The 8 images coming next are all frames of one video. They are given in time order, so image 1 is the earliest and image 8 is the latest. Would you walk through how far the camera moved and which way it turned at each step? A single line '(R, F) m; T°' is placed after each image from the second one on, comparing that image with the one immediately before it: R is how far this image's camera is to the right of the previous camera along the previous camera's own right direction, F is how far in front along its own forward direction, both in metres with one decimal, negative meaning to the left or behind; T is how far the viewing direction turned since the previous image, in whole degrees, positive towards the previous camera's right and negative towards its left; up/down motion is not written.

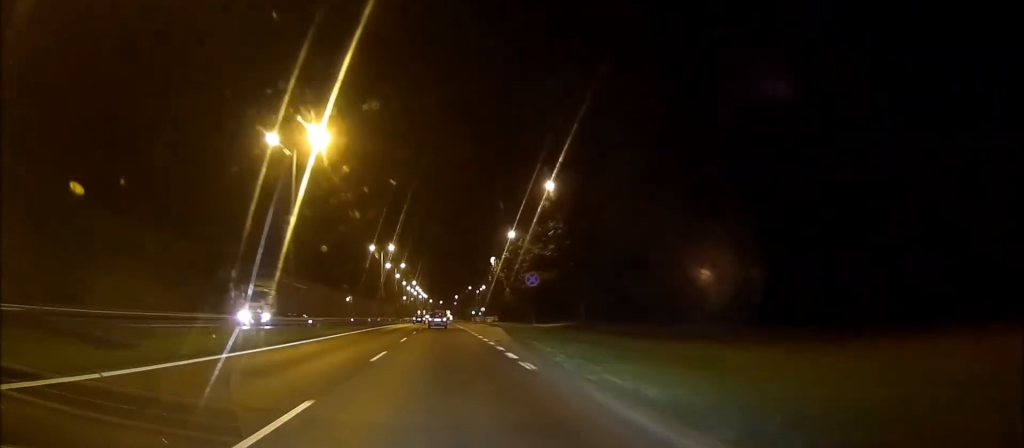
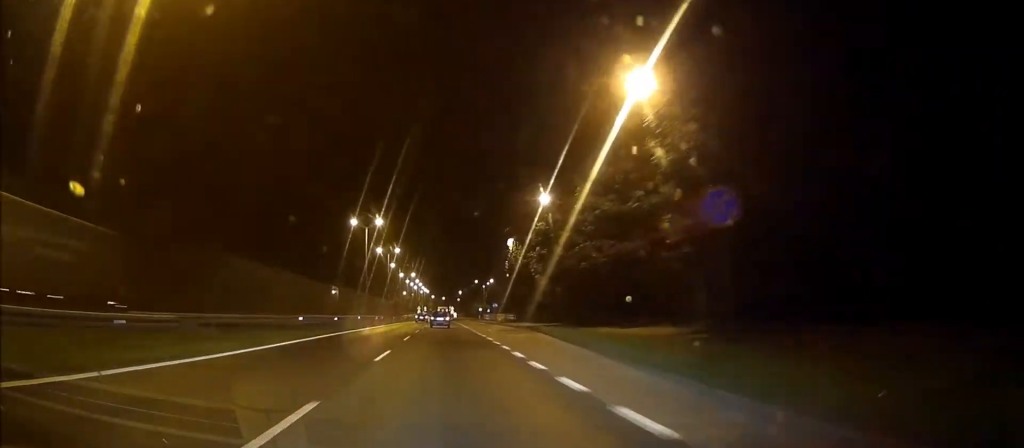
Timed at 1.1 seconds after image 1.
(-0.1, +23.6) m; 0°
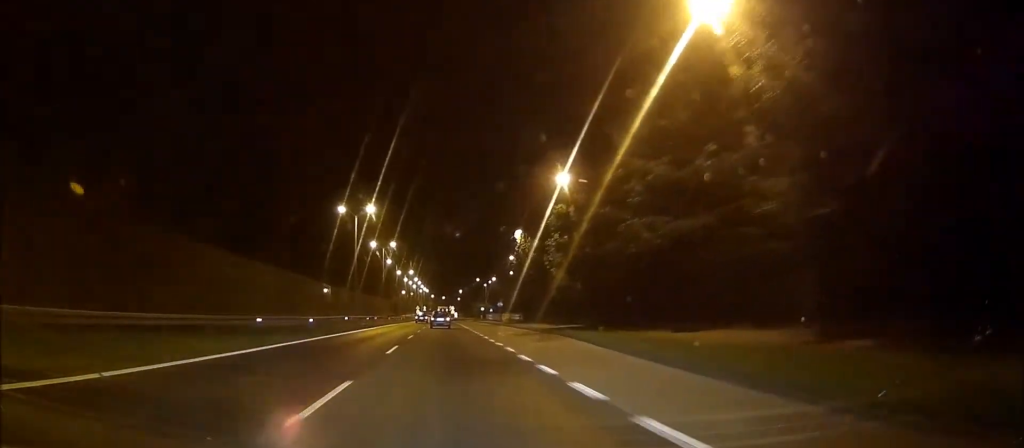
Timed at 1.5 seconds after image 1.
(0.0, +8.7) m; 0°
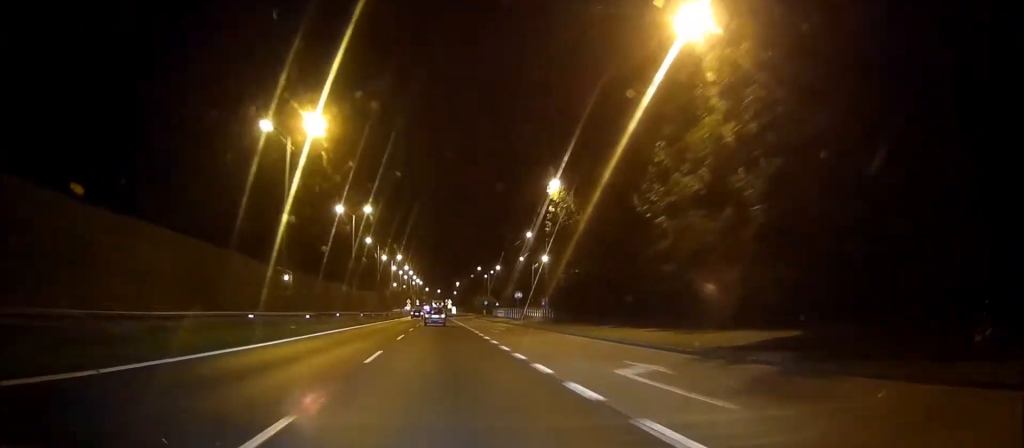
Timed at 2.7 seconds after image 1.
(+0.1, +27.1) m; 0°
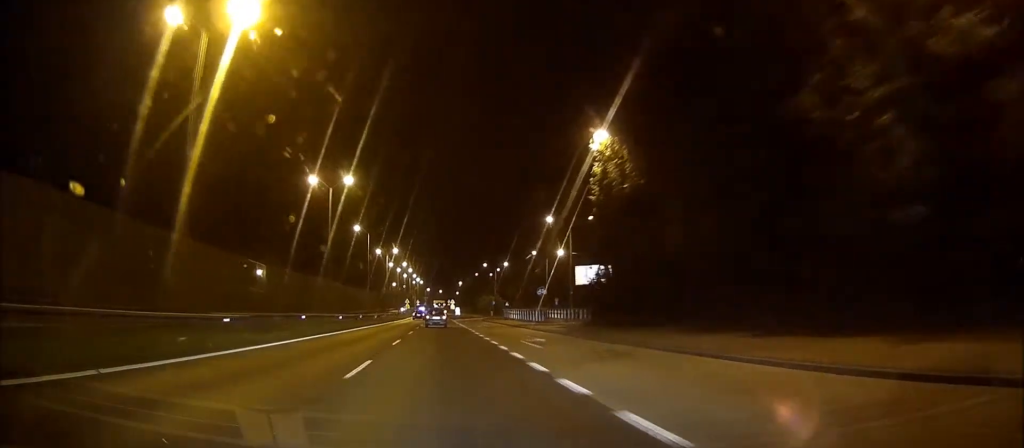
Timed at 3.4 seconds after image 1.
(0.0, +14.4) m; 0°
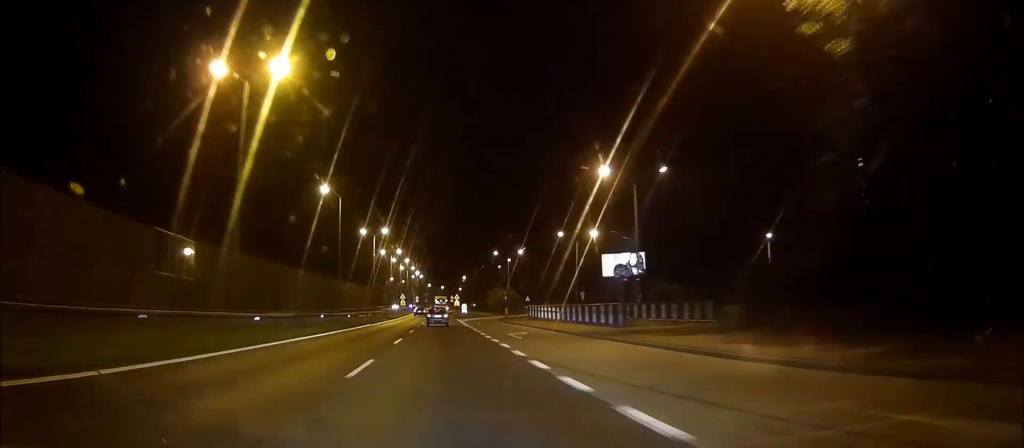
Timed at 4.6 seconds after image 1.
(0.0, +22.9) m; 0°
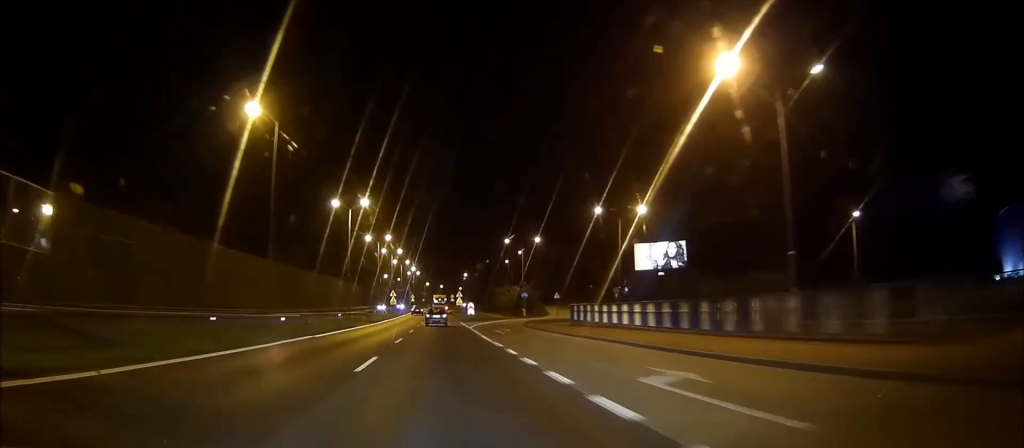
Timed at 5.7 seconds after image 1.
(0.0, +21.6) m; 0°
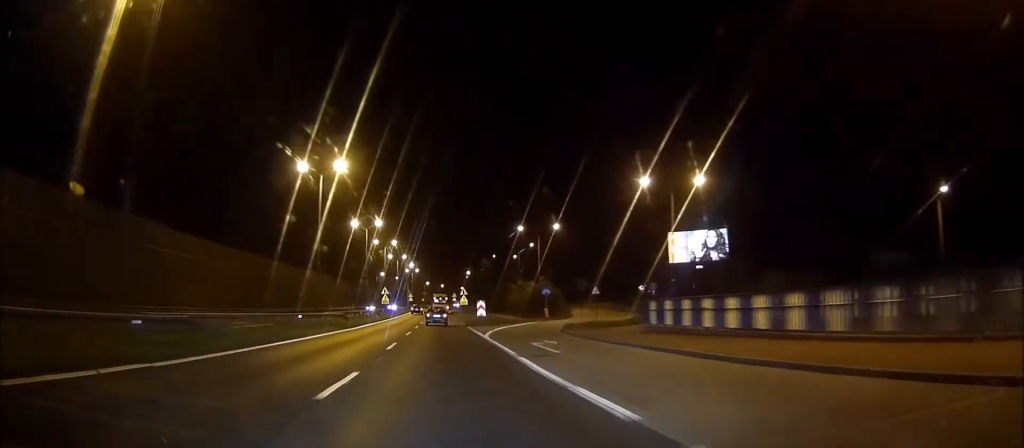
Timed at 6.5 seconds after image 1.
(0.0, +15.3) m; 0°
